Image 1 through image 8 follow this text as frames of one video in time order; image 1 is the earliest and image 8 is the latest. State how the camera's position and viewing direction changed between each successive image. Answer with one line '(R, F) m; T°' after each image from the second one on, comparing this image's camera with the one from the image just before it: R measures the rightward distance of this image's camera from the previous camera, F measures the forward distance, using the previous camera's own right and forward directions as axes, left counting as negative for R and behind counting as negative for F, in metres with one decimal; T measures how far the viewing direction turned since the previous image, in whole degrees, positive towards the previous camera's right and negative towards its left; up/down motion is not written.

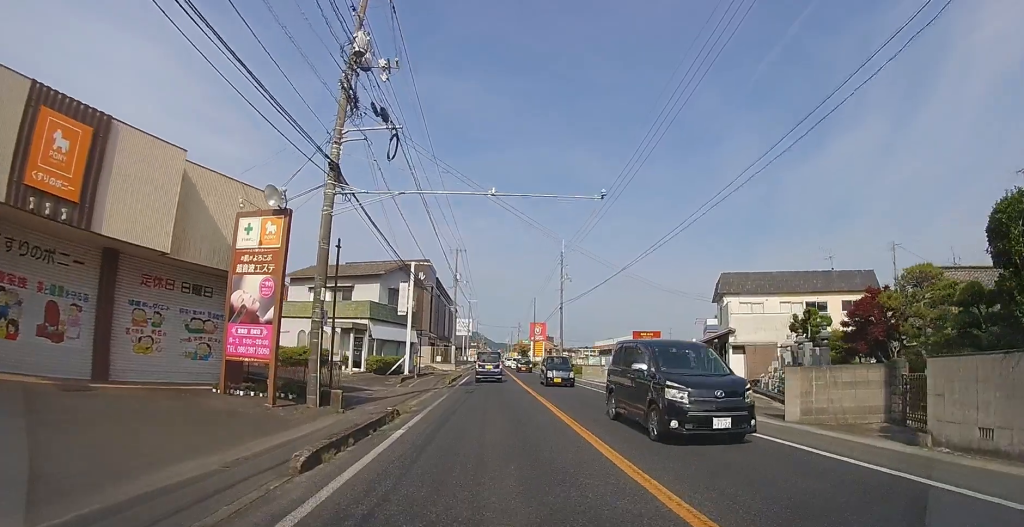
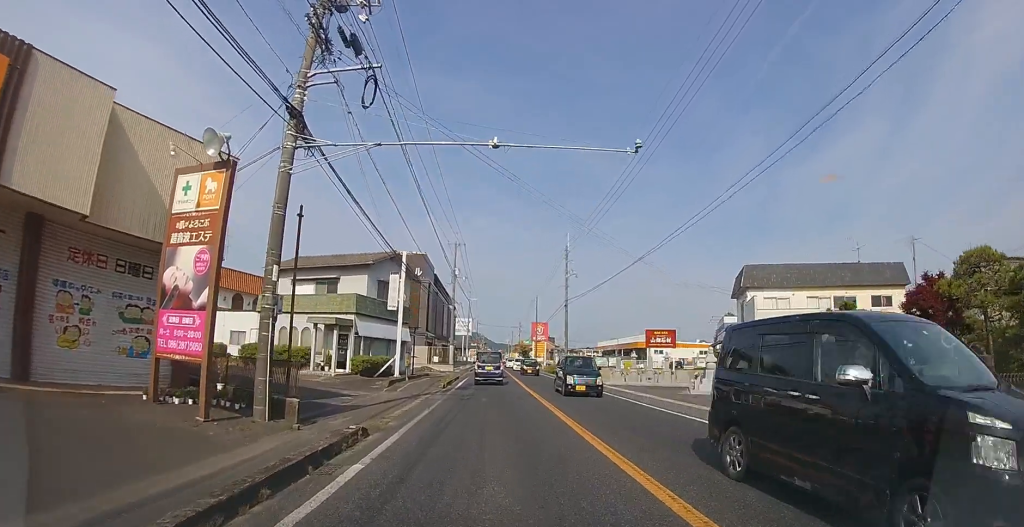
(0.0, +3.0) m; 0°
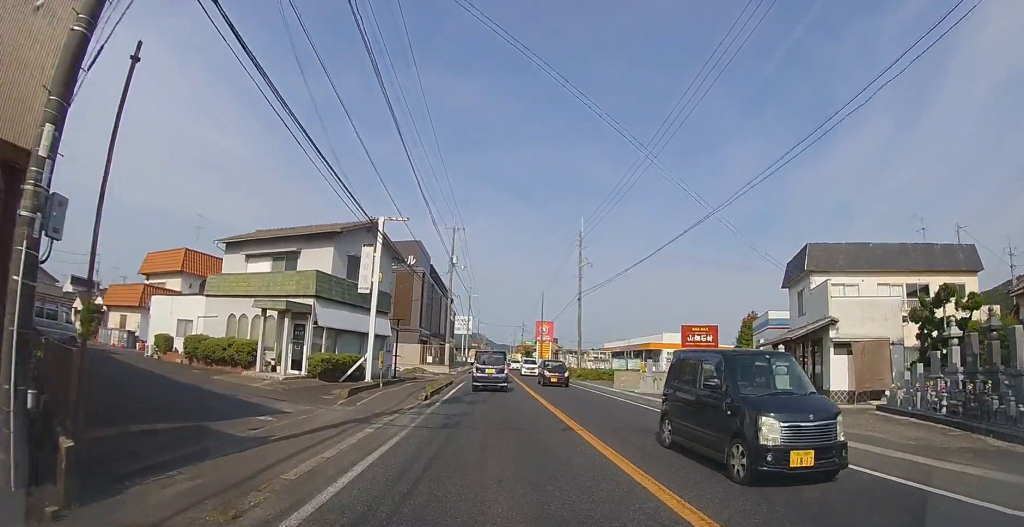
(+0.1, +6.0) m; +1°
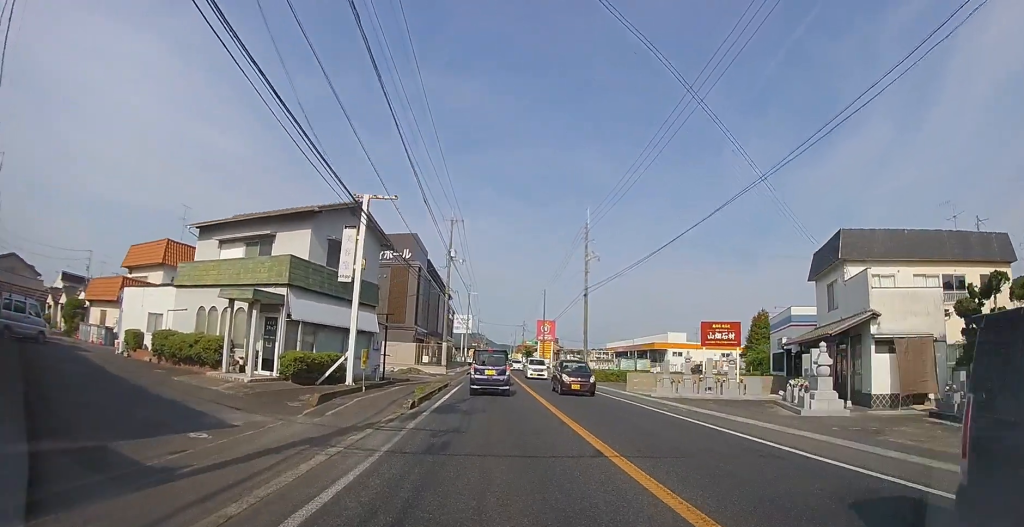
(0.0, +2.5) m; 0°
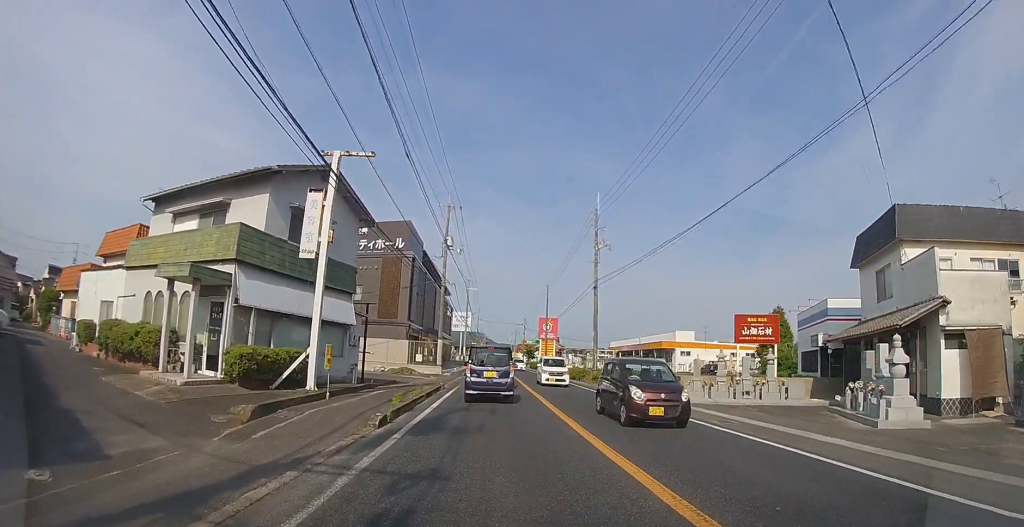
(0.0, +3.3) m; -1°
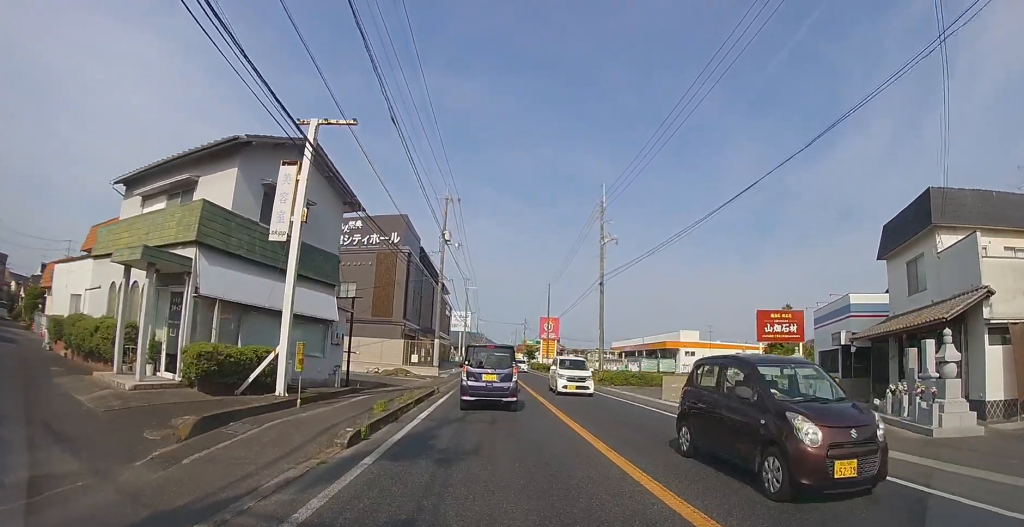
(0.0, +1.8) m; 0°
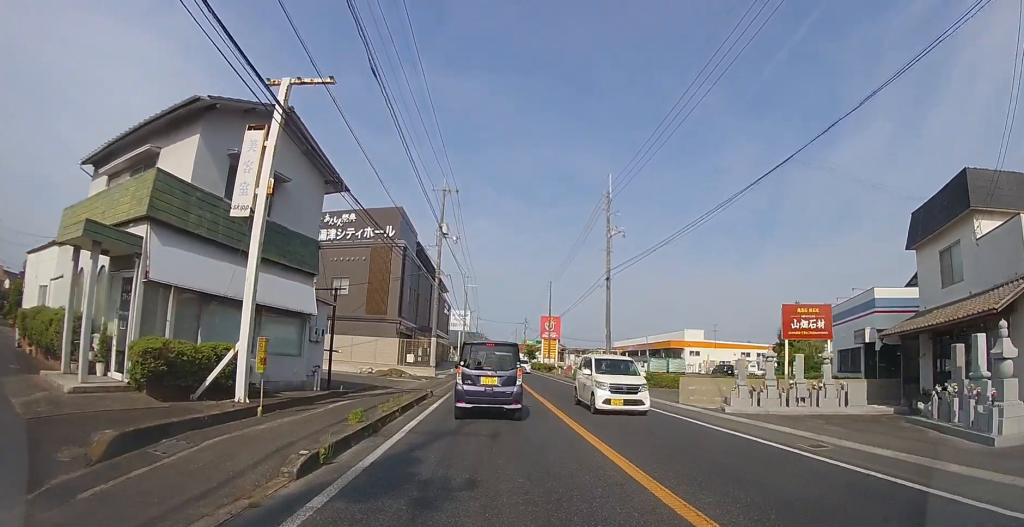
(0.0, +2.0) m; 0°
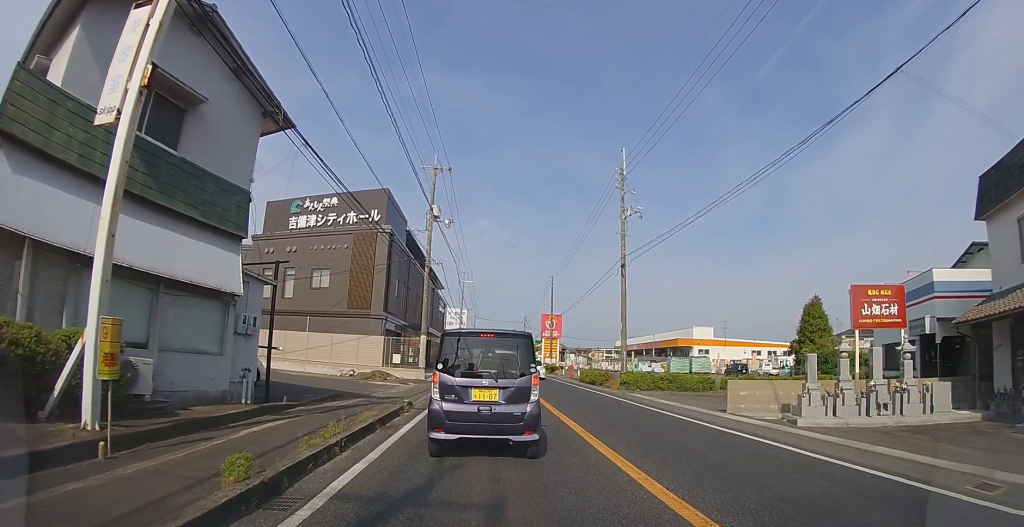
(+0.1, +4.6) m; +2°
